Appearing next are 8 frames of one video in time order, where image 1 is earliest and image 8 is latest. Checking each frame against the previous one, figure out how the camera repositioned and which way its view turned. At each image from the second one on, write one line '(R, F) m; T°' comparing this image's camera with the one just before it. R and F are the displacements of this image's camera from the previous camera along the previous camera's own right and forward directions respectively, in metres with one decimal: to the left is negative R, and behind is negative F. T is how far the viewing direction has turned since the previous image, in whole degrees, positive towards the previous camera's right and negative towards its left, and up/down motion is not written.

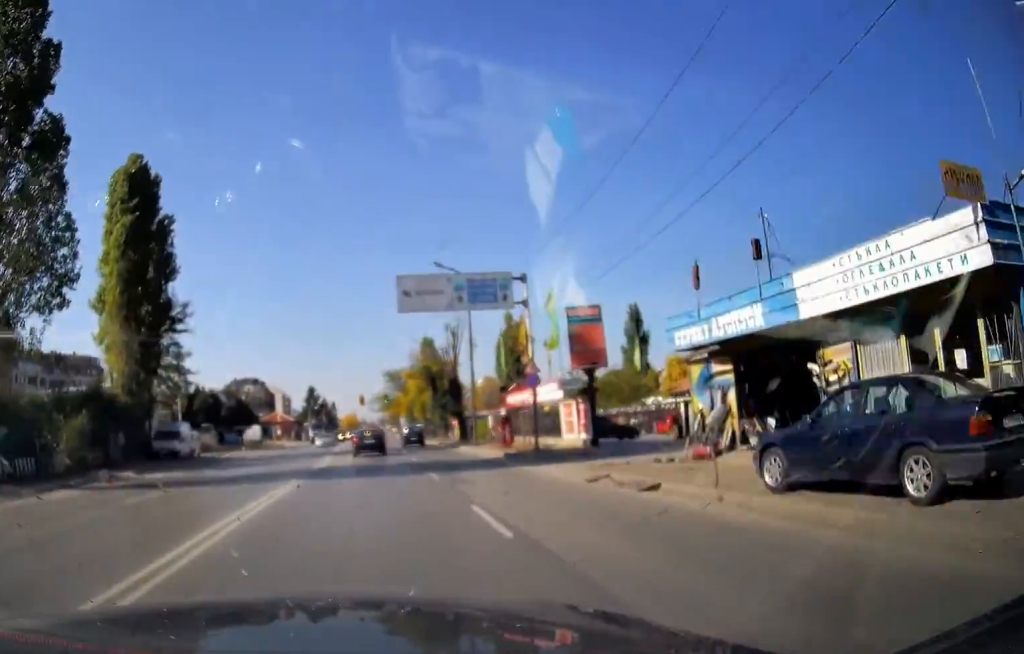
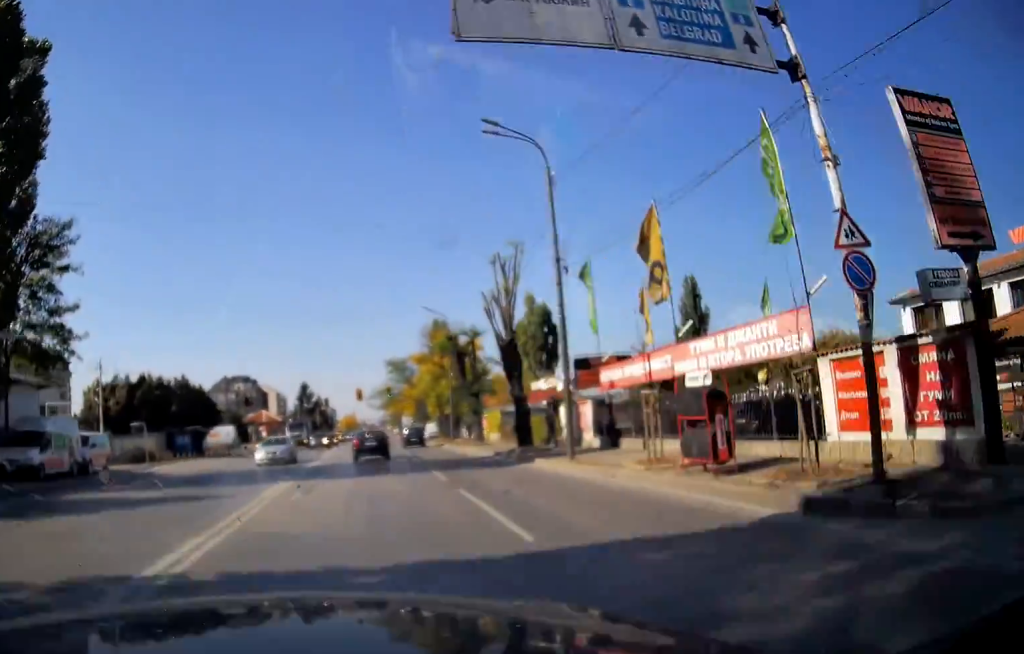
(+0.2, +18.2) m; 0°
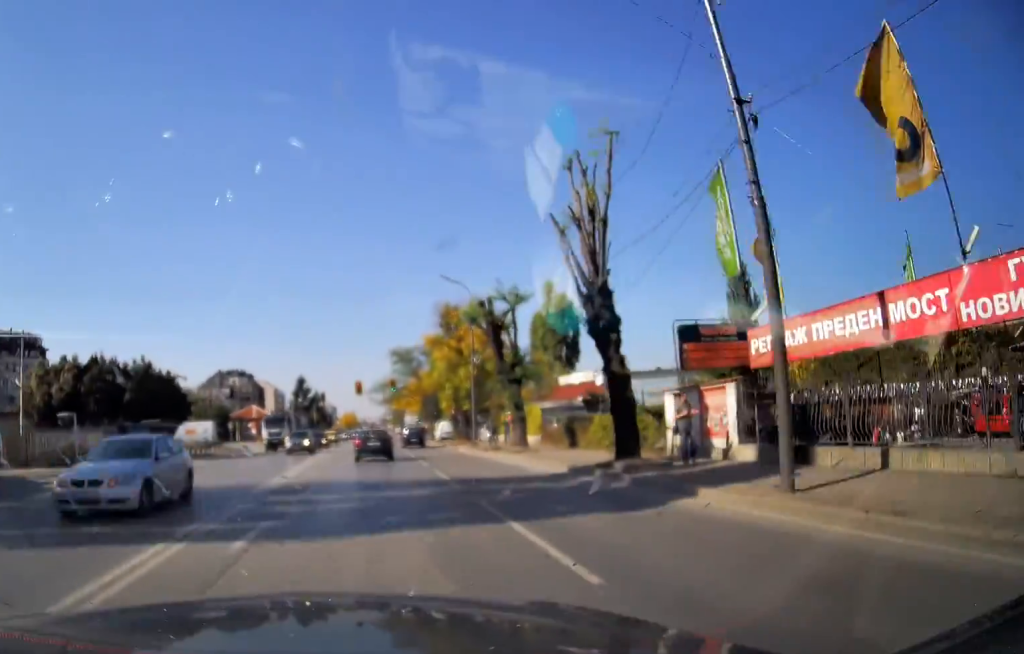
(-0.1, +10.6) m; 0°
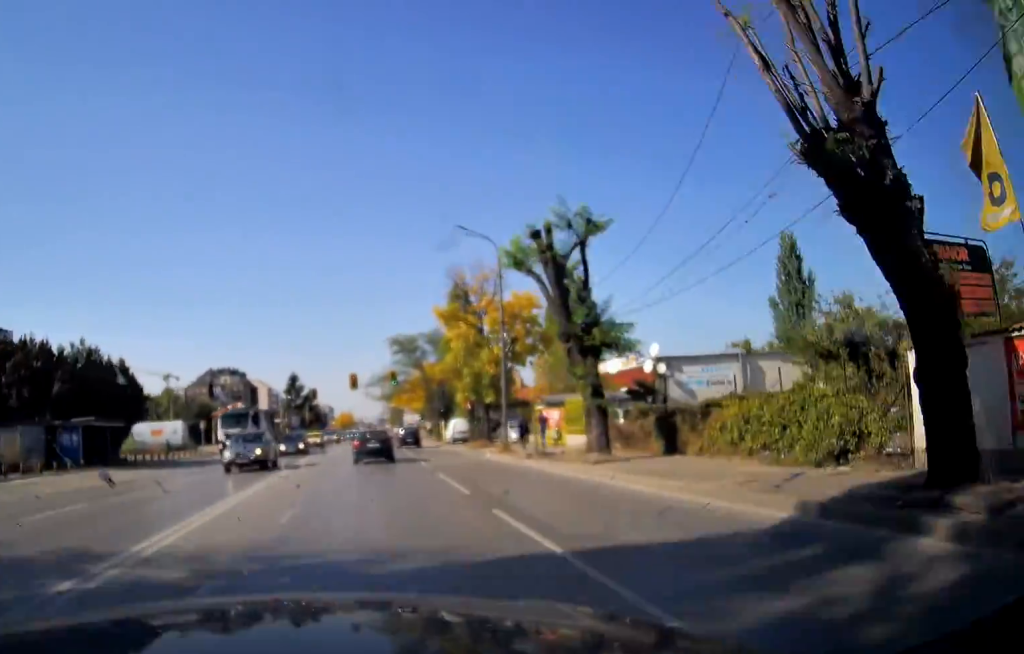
(0.0, +10.0) m; 0°
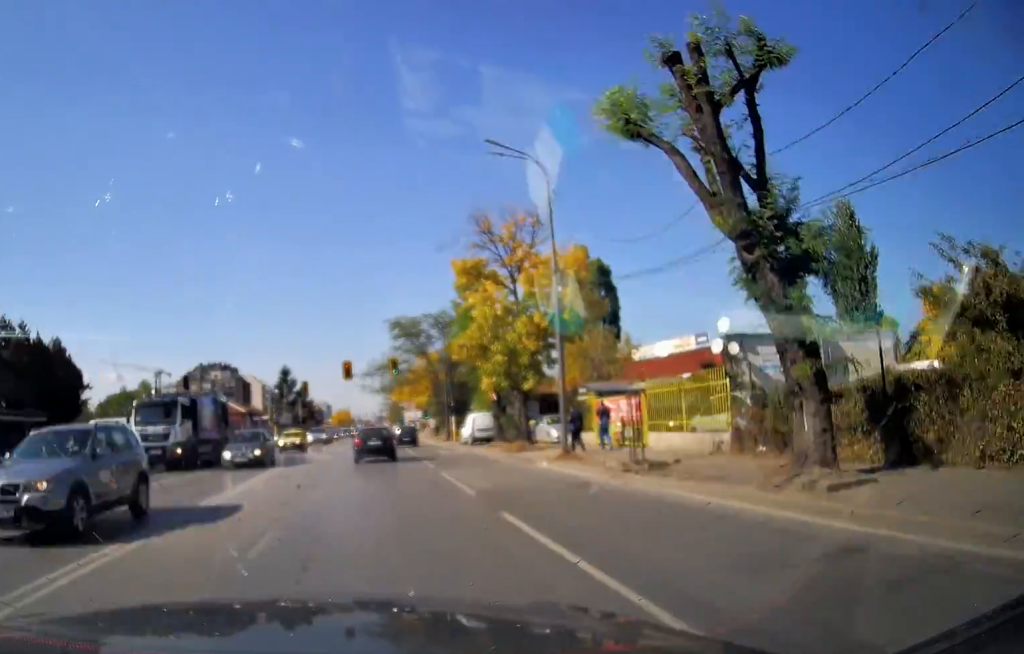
(+0.1, +9.5) m; 0°
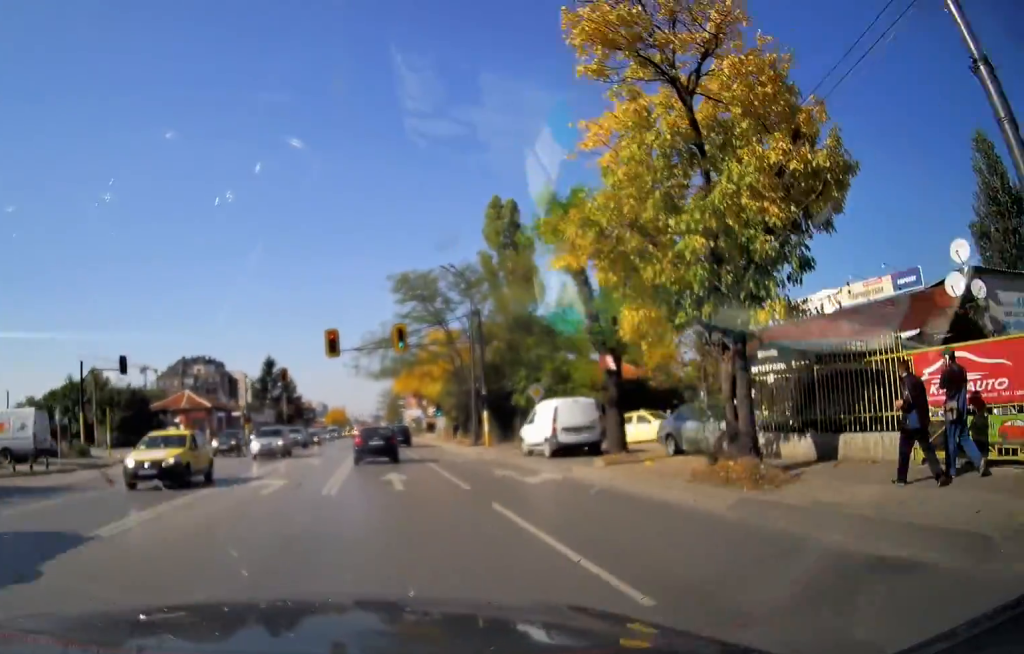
(-0.1, +16.8) m; +1°
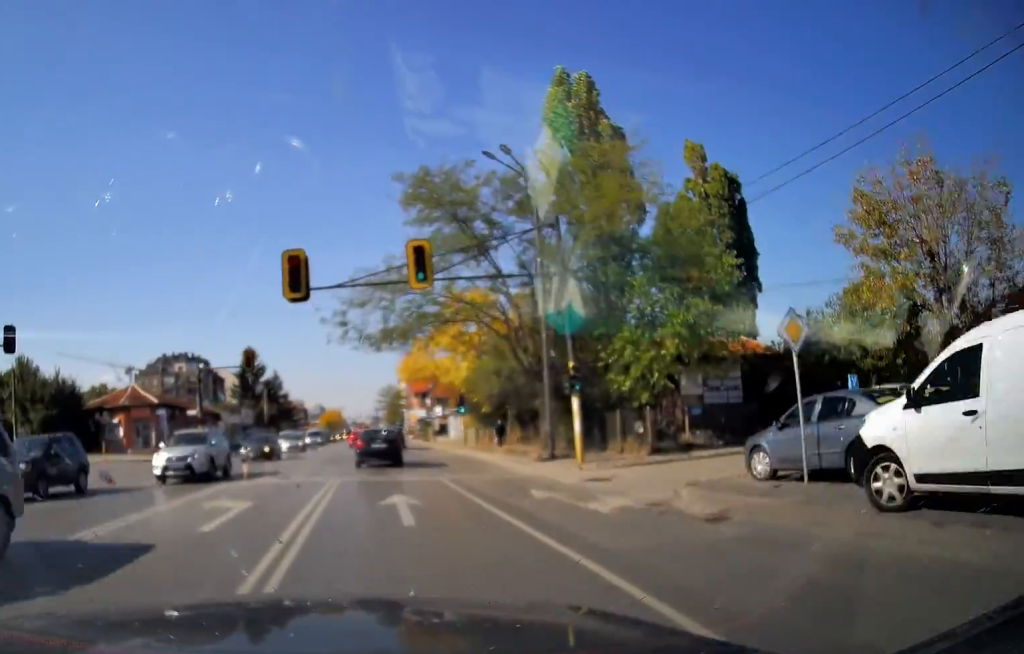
(+0.3, +17.2) m; 0°
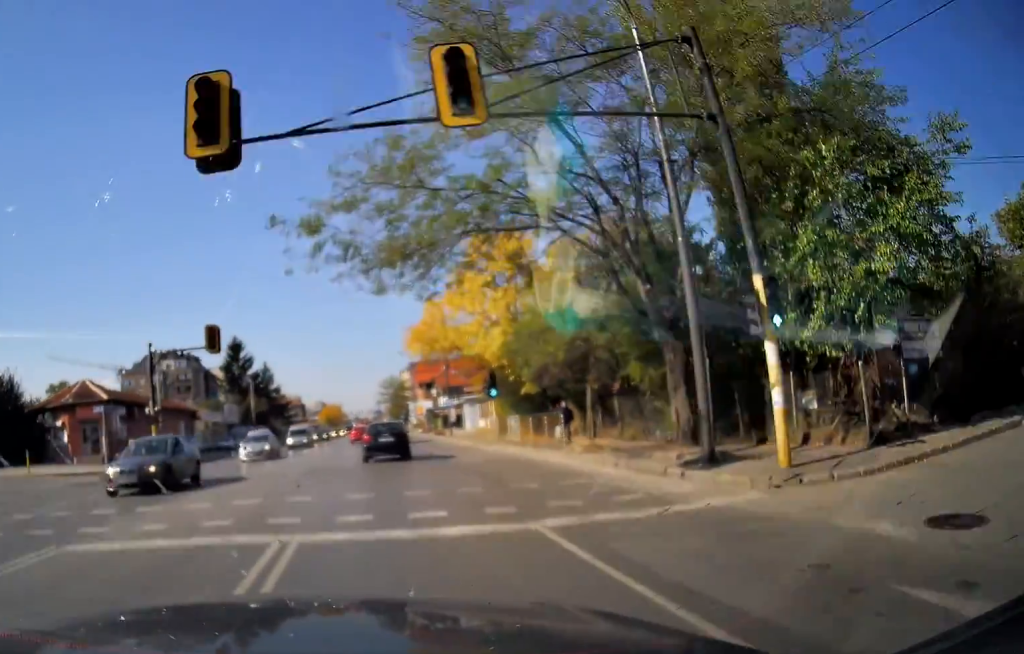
(-0.2, +10.9) m; 0°
